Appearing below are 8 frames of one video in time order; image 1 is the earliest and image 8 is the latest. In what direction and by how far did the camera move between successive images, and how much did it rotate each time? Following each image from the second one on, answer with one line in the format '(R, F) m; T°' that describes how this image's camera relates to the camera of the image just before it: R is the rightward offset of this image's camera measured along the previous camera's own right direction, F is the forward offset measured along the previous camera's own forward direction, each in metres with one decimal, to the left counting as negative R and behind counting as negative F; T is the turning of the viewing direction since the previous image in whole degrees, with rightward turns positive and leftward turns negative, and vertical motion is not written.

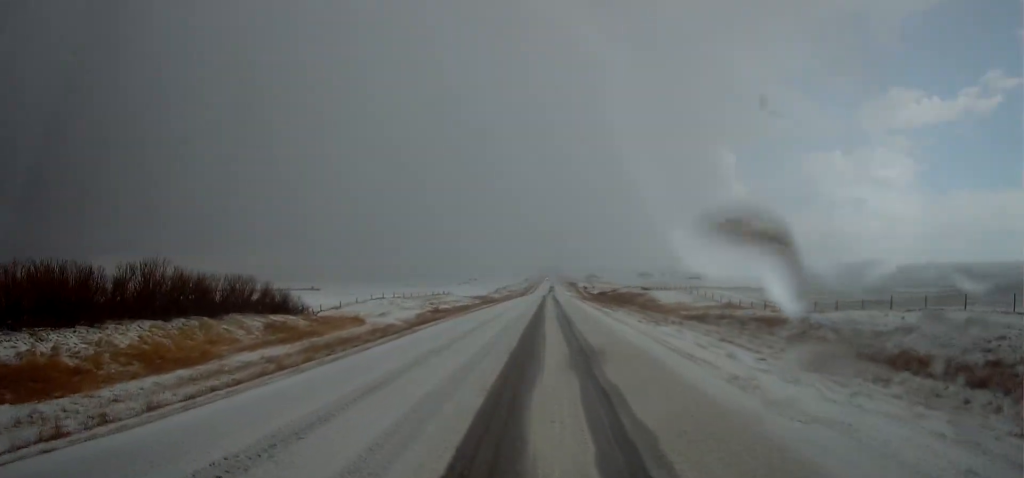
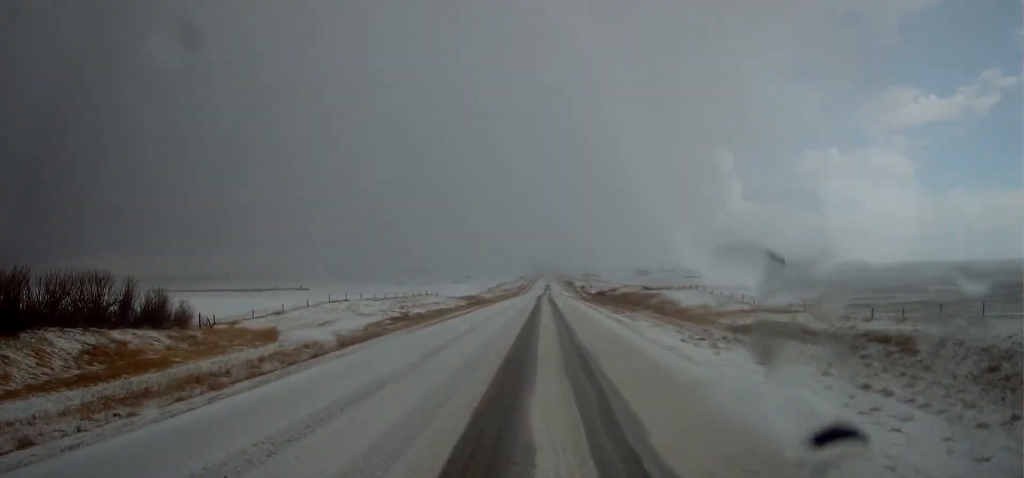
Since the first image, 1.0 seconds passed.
(0.0, +19.3) m; 0°
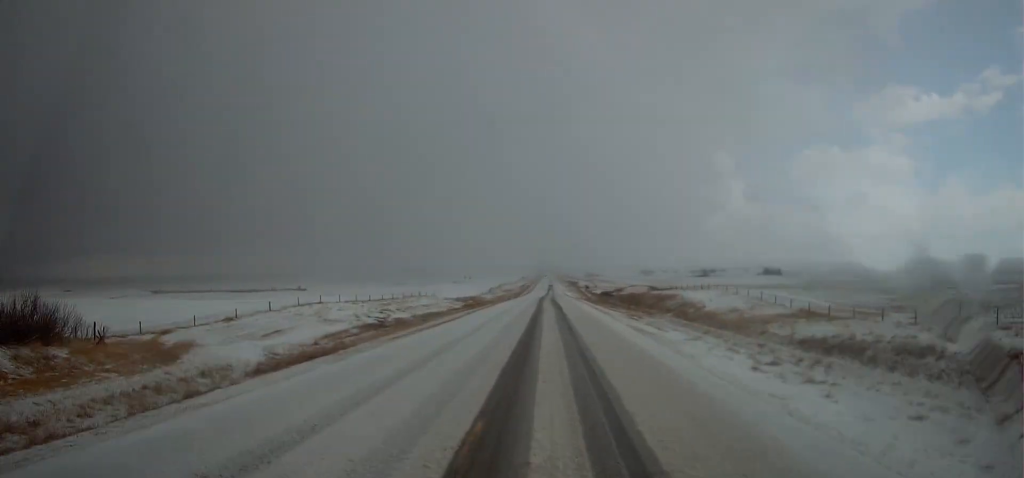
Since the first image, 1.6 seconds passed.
(0.0, +12.5) m; 0°
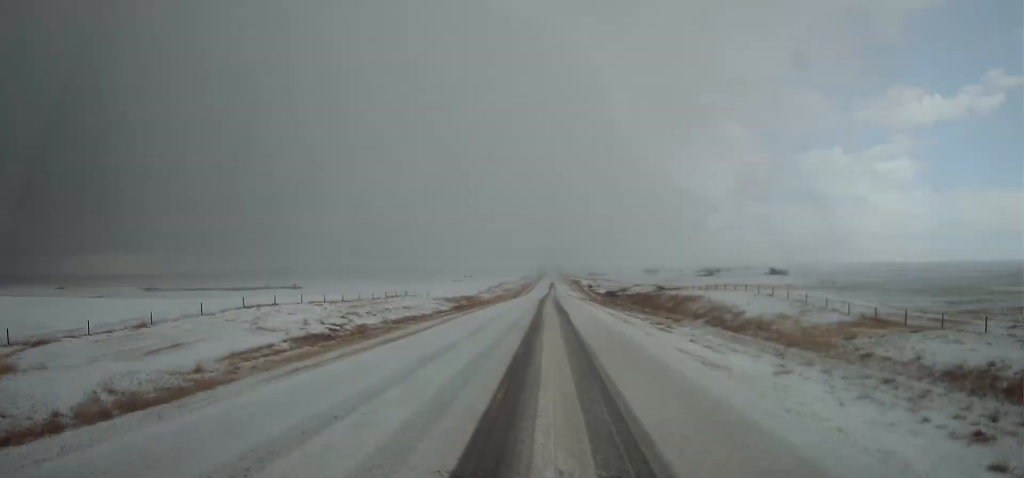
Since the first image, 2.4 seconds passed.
(0.0, +15.1) m; -1°
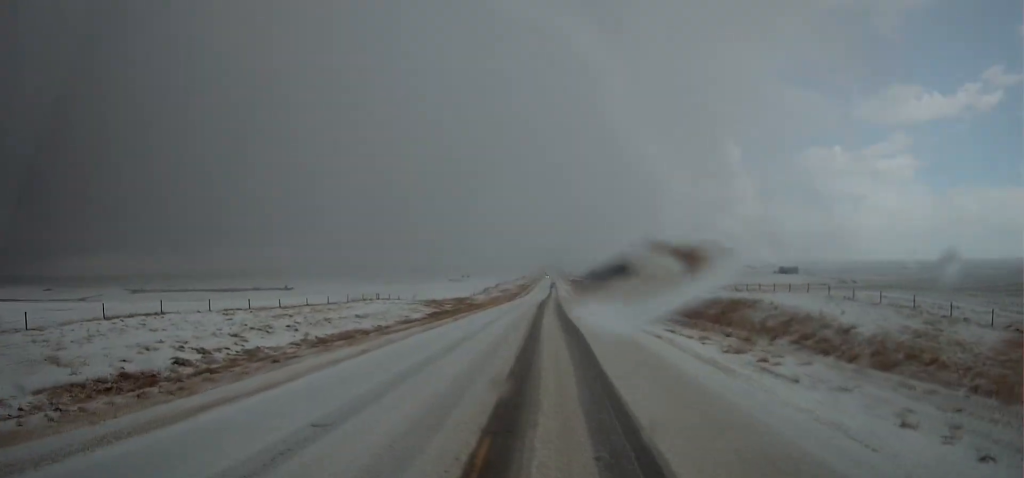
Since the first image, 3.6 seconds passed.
(-0.4, +22.7) m; 0°
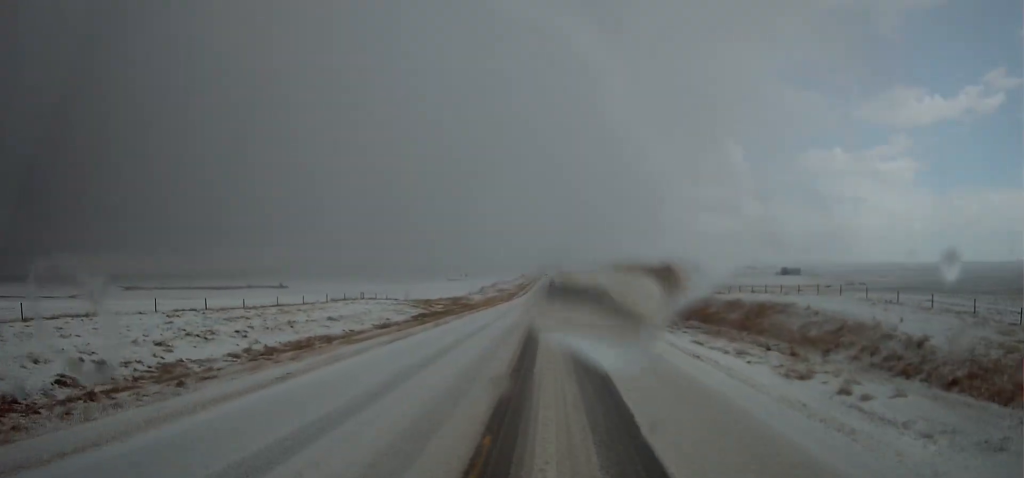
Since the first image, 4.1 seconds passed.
(+0.1, +8.6) m; 0°
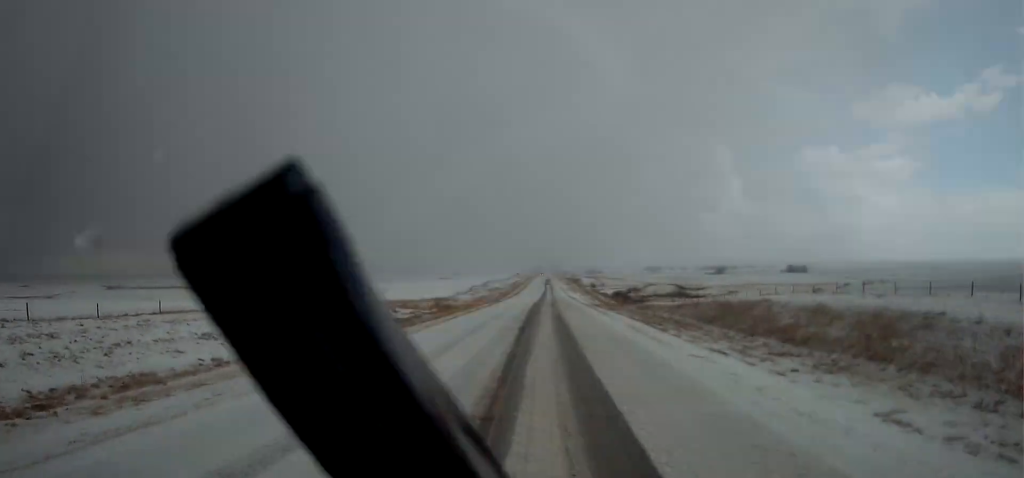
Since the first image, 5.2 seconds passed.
(+0.4, +22.7) m; +1°
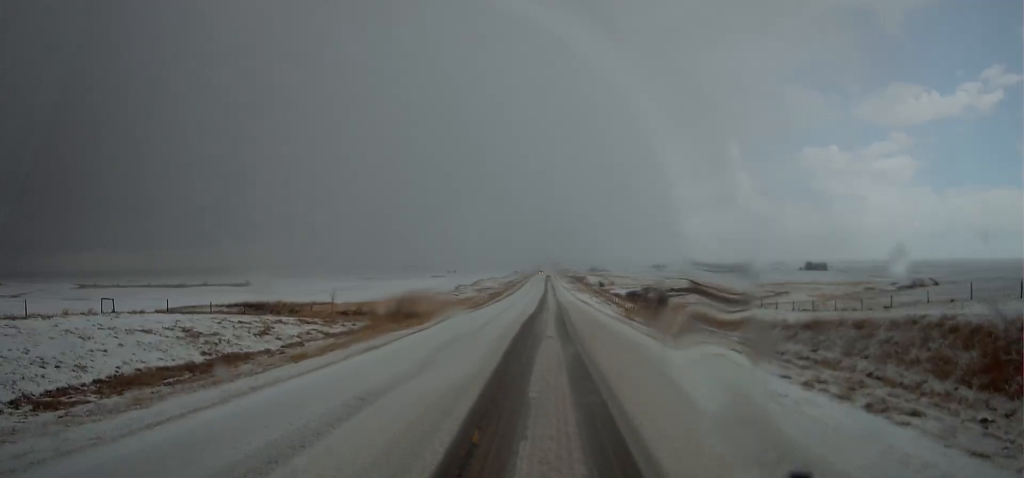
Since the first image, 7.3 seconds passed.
(+0.5, +39.9) m; +1°
